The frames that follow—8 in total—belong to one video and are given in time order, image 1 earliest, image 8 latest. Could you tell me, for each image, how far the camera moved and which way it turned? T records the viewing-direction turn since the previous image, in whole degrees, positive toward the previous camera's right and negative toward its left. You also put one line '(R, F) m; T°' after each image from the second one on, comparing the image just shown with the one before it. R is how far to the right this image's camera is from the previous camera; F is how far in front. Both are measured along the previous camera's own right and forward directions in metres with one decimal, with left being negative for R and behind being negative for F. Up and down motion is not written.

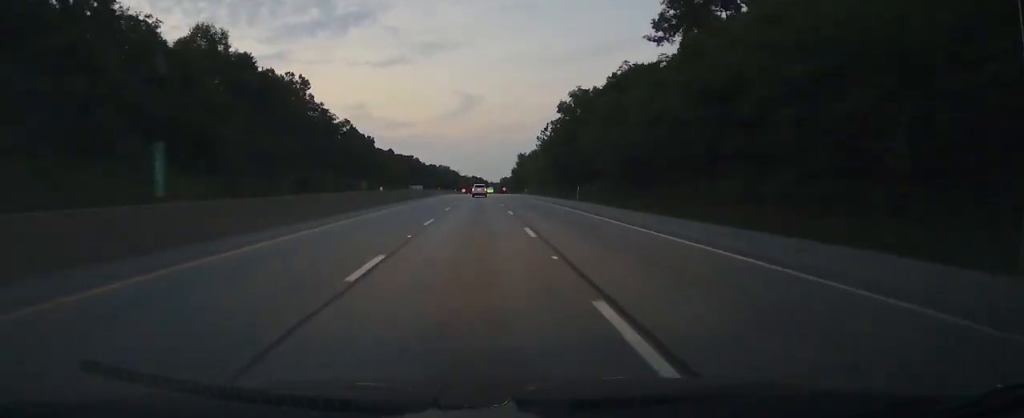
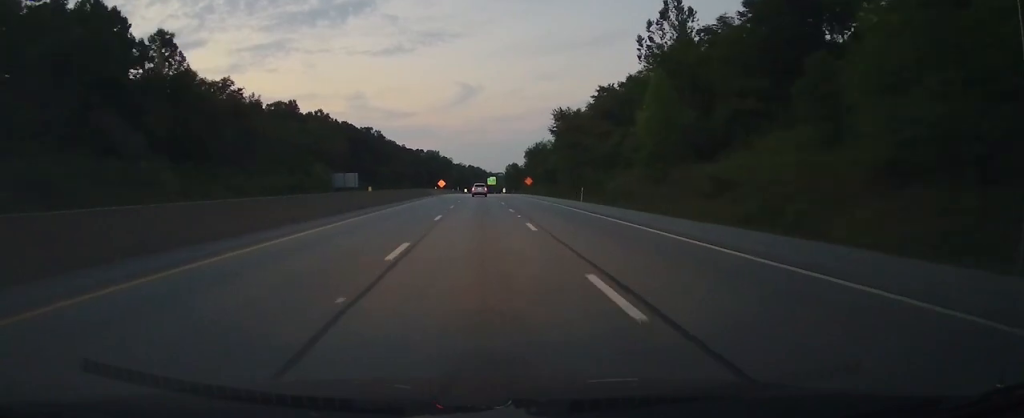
(-0.3, +130.8) m; 0°
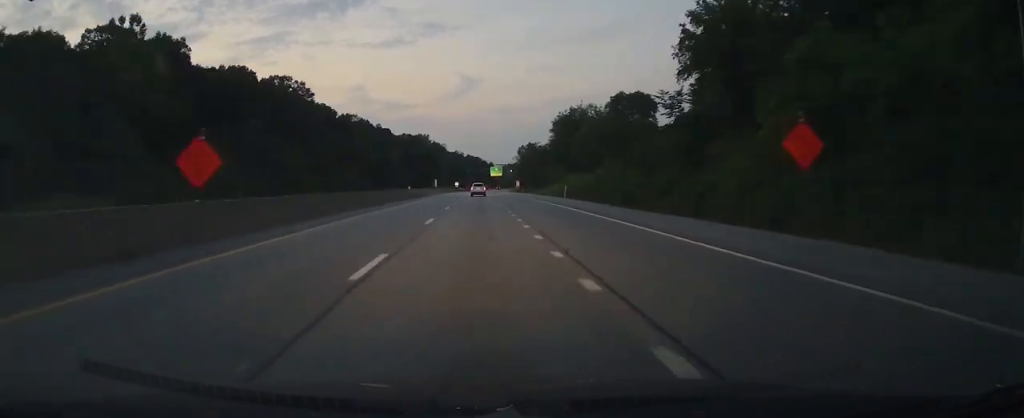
(-0.2, +100.0) m; 0°
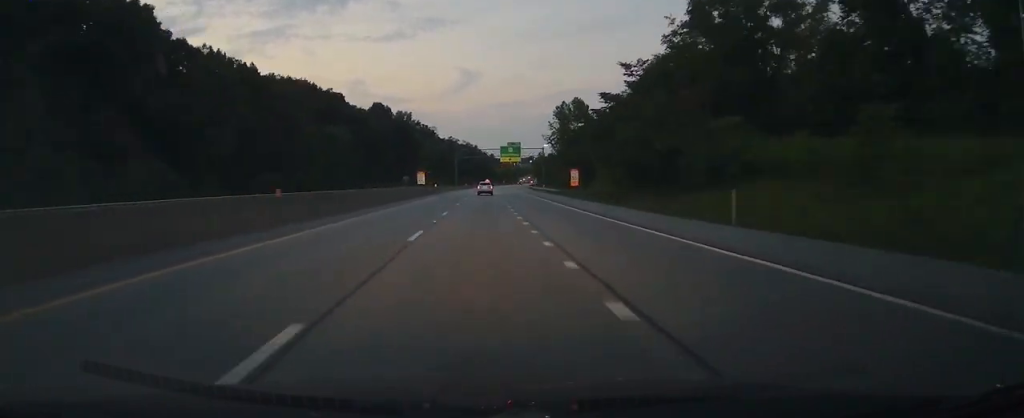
(-0.2, +104.3) m; +1°
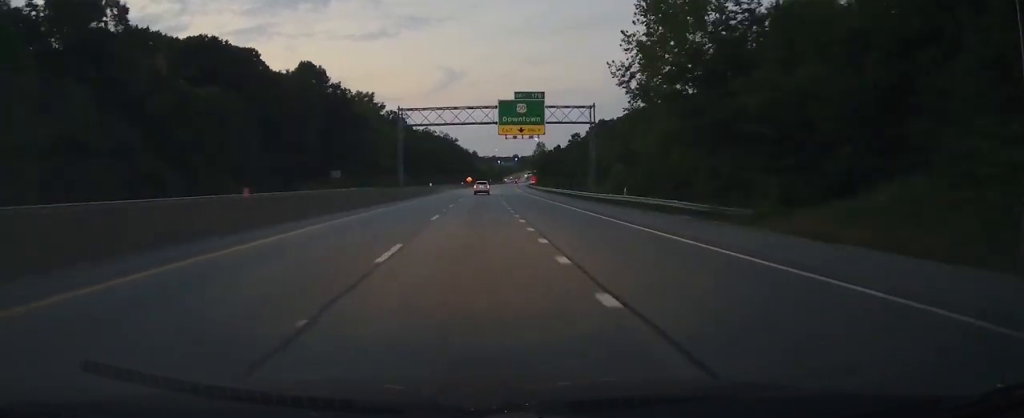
(+1.3, +65.2) m; +1°
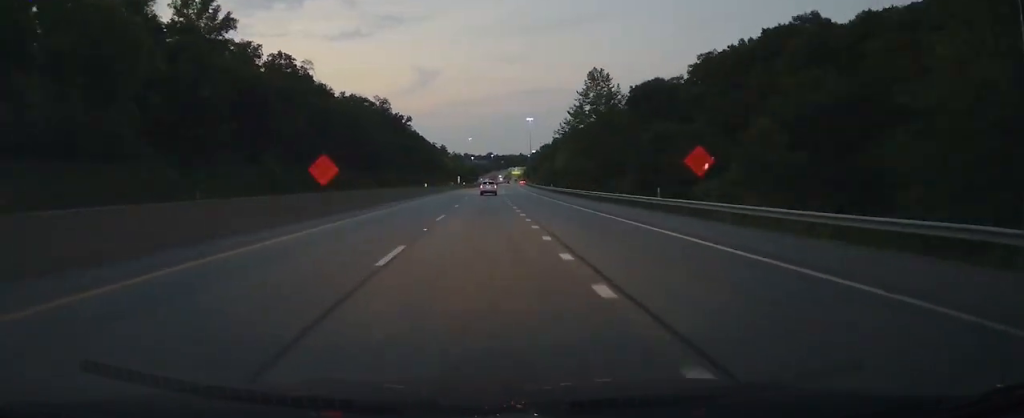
(+3.3, +135.2) m; +2°
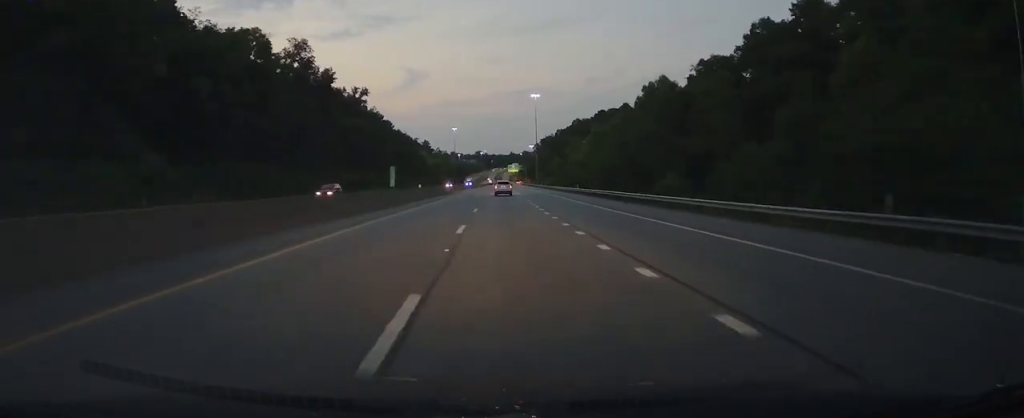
(+0.9, +78.3) m; +1°
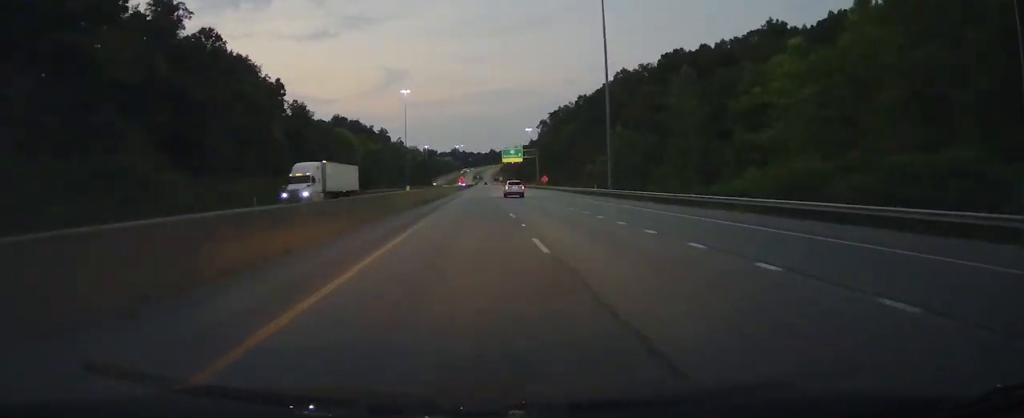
(+2.4, +138.4) m; +1°
